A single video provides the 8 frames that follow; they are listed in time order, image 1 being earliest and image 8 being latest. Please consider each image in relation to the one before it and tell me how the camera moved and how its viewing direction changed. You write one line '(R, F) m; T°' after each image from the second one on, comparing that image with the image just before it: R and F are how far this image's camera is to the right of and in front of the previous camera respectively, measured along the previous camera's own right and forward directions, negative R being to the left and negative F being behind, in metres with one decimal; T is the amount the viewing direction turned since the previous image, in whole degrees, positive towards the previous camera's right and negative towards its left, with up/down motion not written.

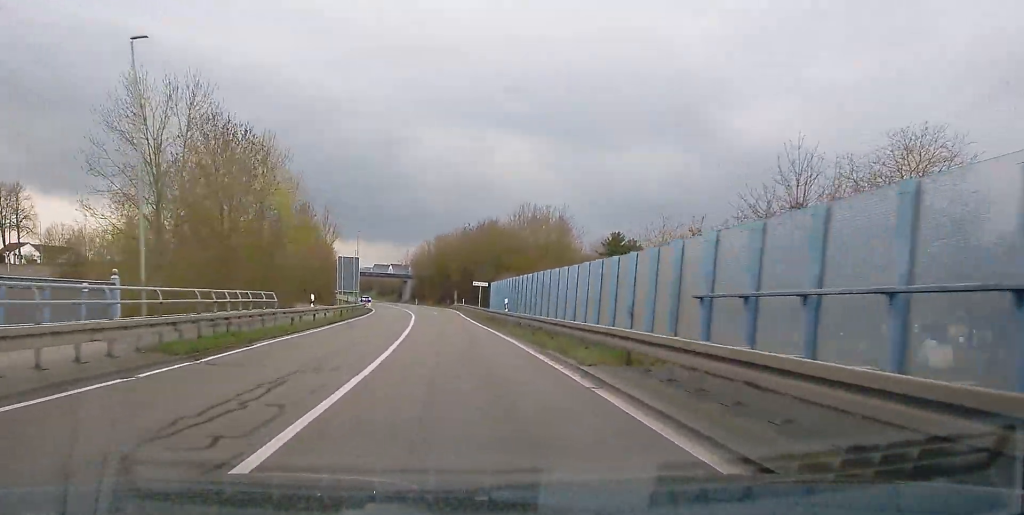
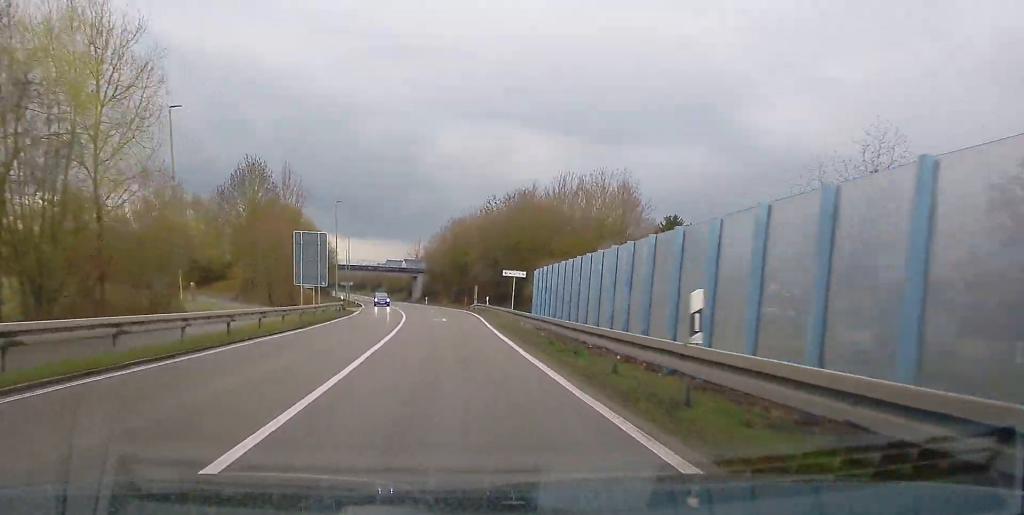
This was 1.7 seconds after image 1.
(-0.3, +26.8) m; -2°
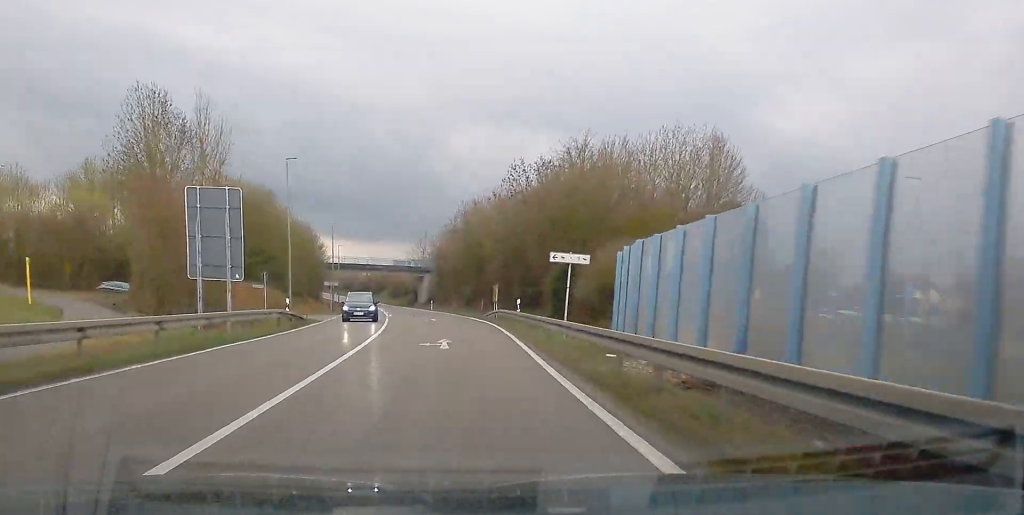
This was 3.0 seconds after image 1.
(-0.1, +21.8) m; -2°
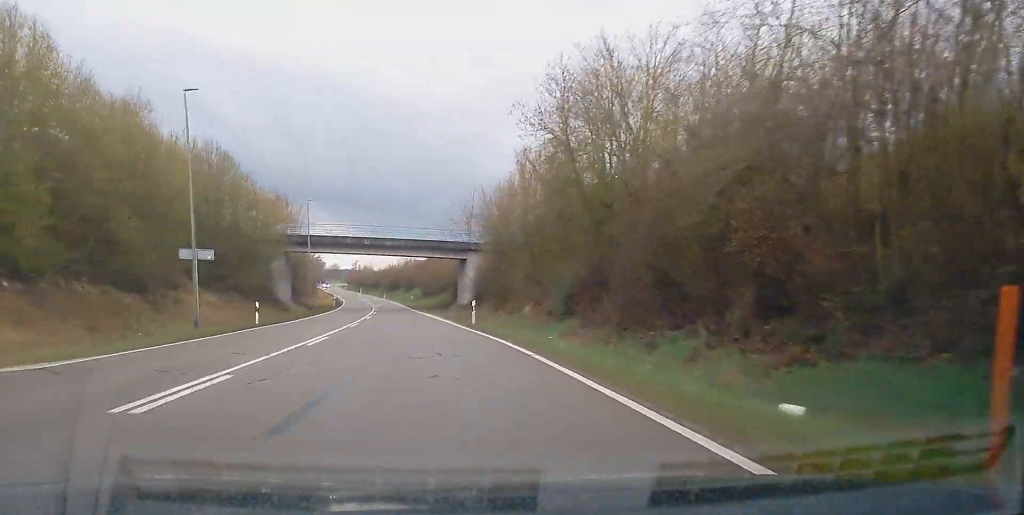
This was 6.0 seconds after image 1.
(-2.5, +54.2) m; -5°
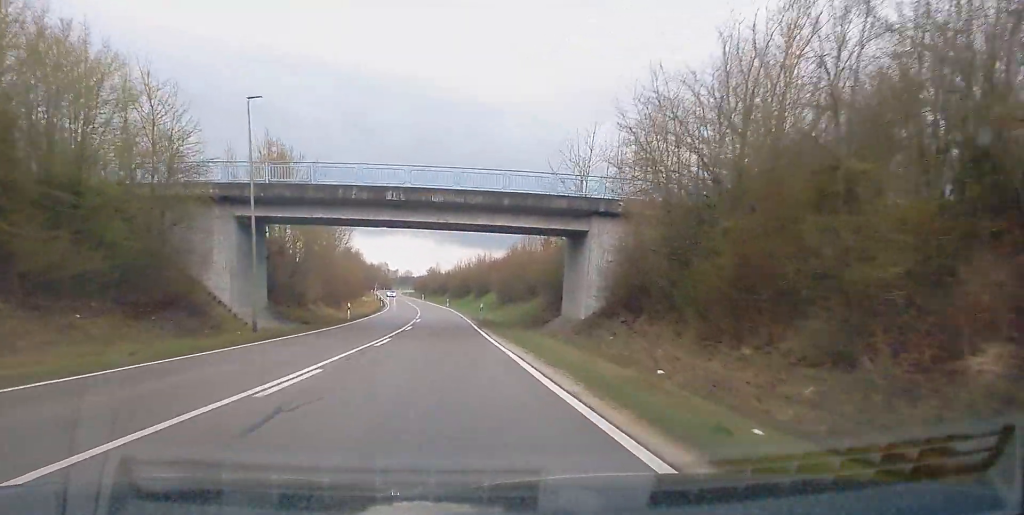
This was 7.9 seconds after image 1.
(-1.0, +35.2) m; -3°
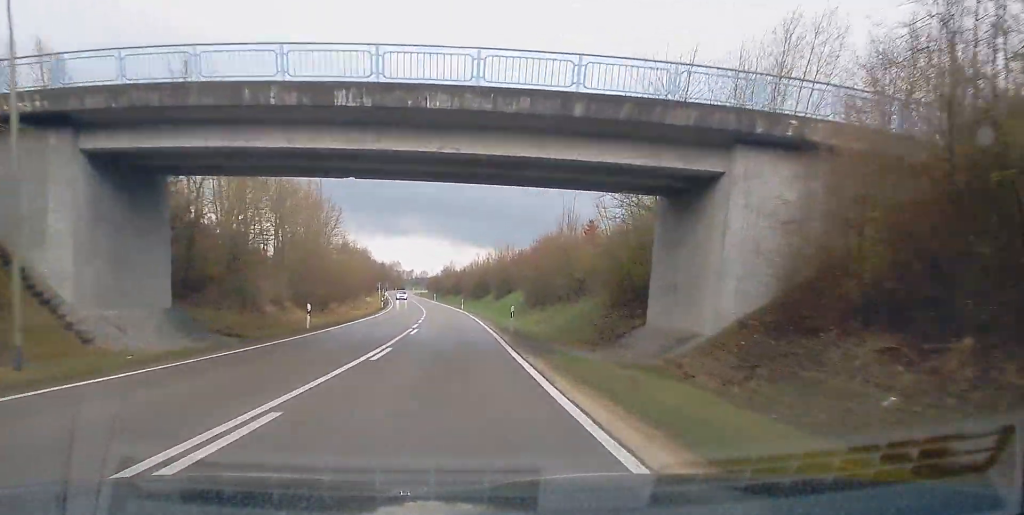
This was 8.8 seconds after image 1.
(-0.4, +17.6) m; -1°
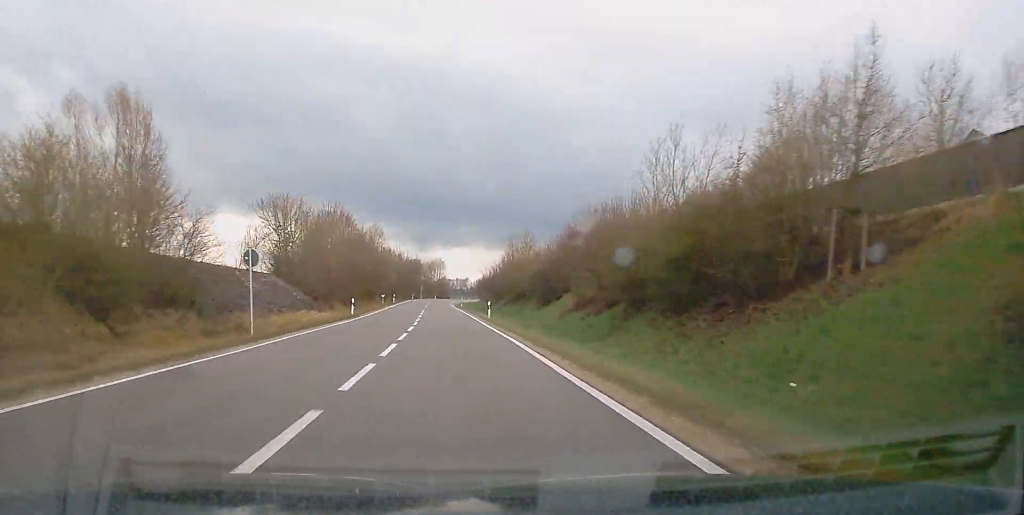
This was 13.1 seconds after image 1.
(-2.8, +86.9) m; -3°
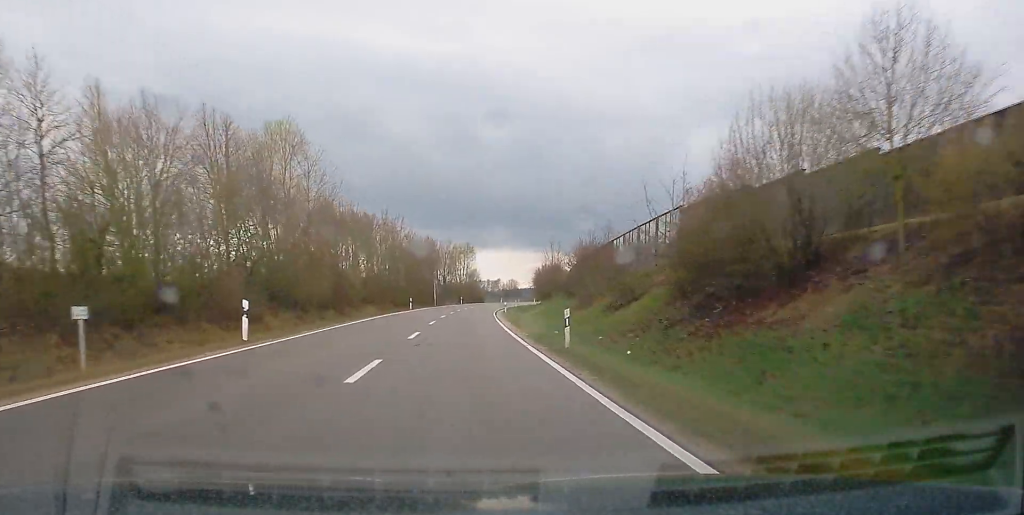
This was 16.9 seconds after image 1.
(-1.3, +79.3) m; -1°
